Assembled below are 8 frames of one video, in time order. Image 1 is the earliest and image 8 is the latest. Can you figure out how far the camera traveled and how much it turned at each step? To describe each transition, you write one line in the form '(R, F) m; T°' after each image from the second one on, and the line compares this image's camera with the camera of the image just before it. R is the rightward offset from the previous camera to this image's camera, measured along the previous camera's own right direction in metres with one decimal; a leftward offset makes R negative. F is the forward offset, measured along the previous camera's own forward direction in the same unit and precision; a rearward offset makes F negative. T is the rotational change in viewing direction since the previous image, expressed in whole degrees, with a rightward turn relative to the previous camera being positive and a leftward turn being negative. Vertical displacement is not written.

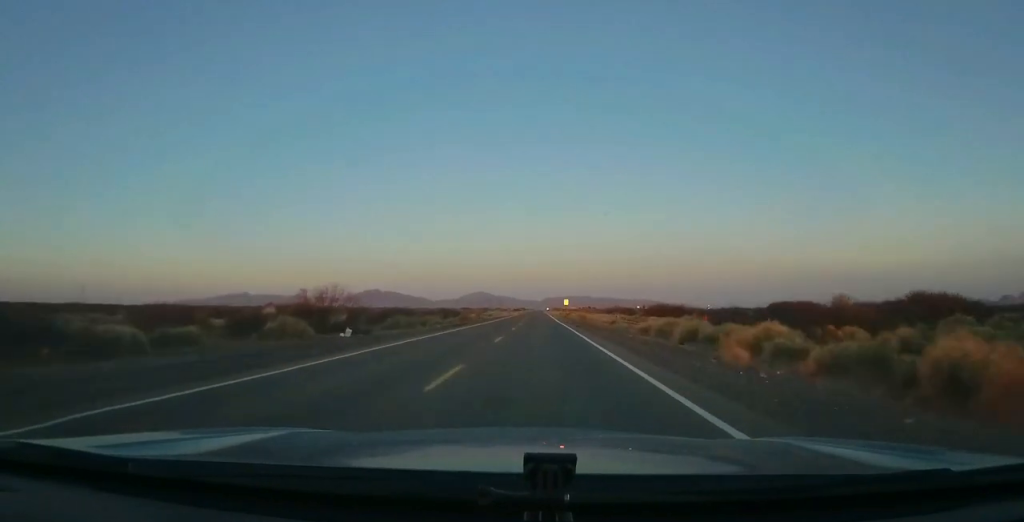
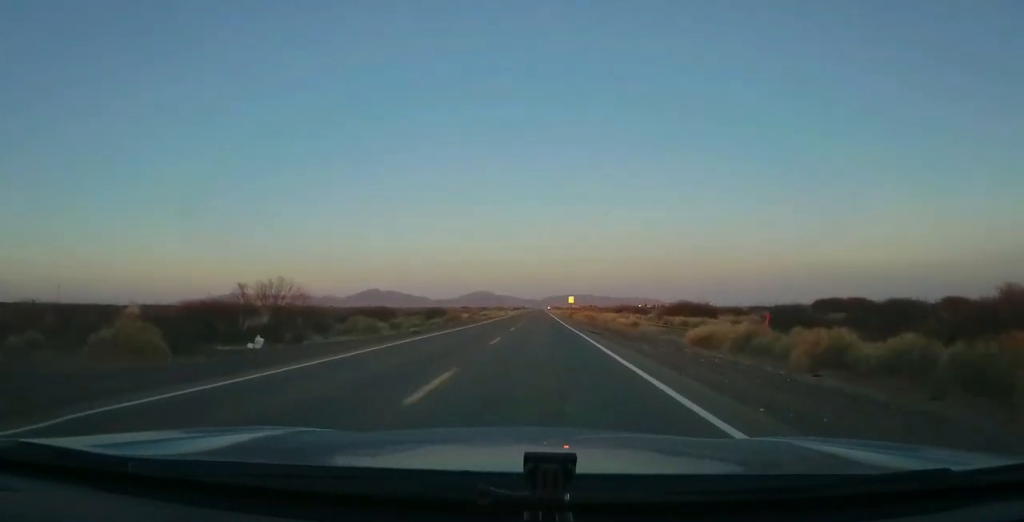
(-0.2, +12.9) m; 0°
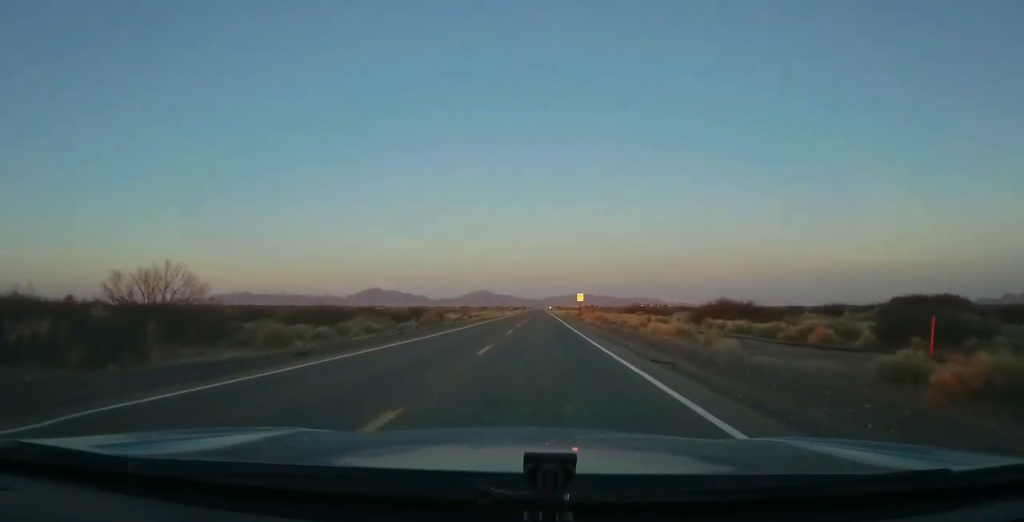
(+0.2, +15.4) m; +1°
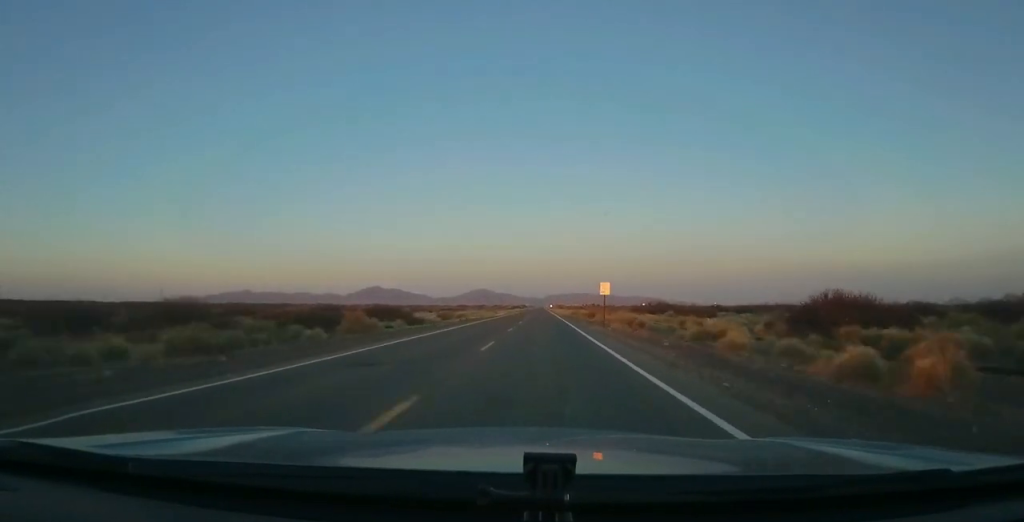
(+0.4, +22.6) m; +1°
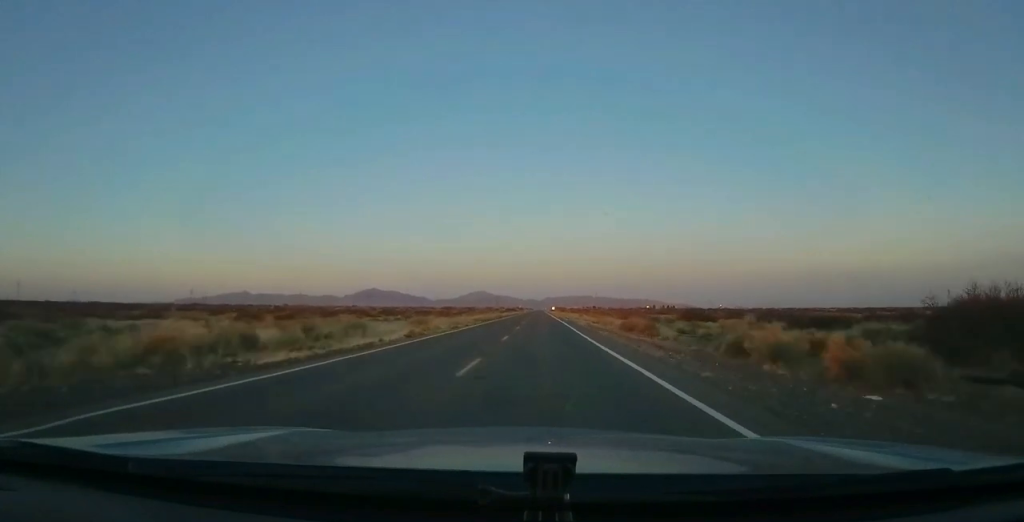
(-2.0, +75.4) m; -1°
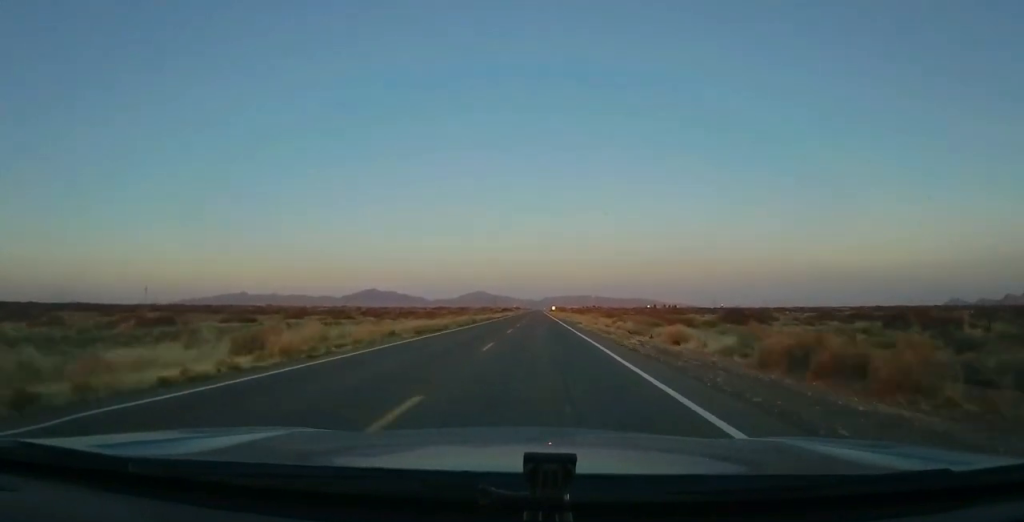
(+0.6, +29.0) m; +1°
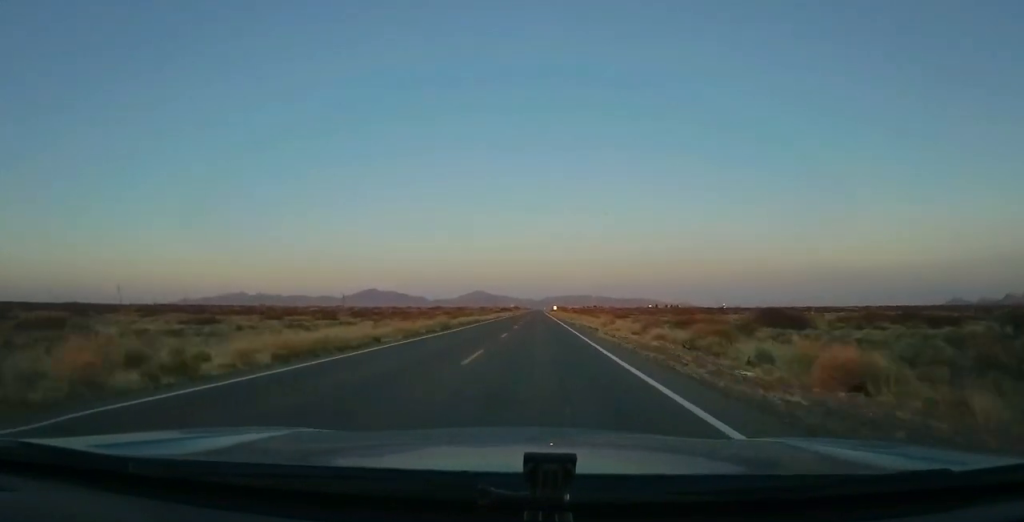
(+0.3, +15.4) m; 0°
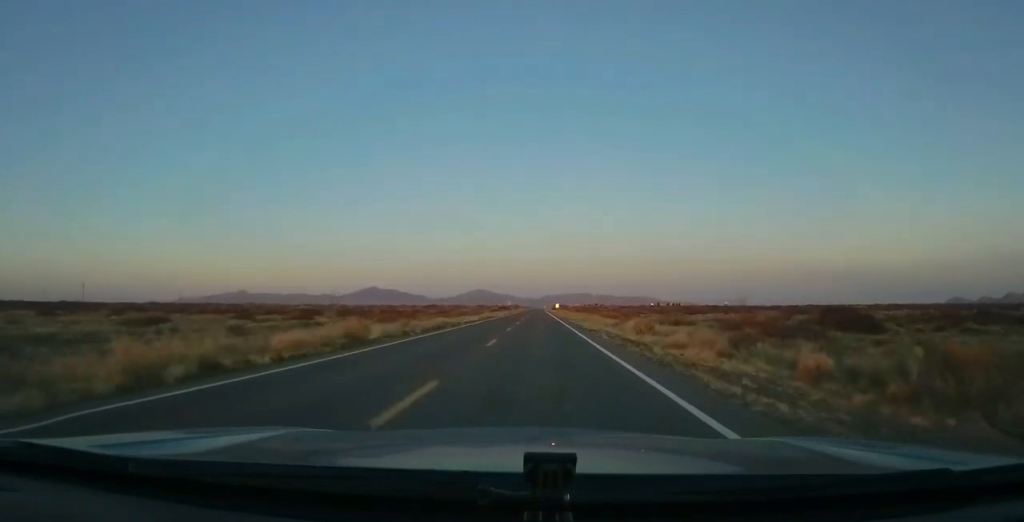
(-0.3, +18.0) m; -1°
